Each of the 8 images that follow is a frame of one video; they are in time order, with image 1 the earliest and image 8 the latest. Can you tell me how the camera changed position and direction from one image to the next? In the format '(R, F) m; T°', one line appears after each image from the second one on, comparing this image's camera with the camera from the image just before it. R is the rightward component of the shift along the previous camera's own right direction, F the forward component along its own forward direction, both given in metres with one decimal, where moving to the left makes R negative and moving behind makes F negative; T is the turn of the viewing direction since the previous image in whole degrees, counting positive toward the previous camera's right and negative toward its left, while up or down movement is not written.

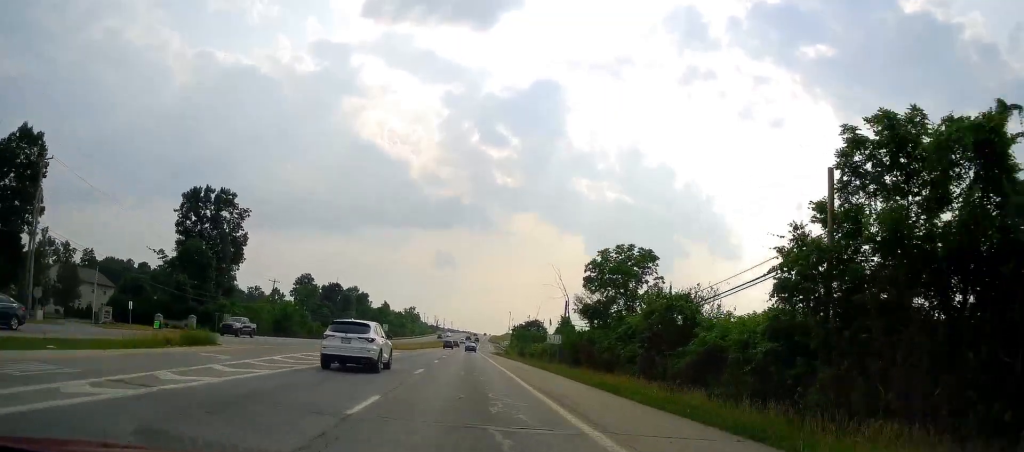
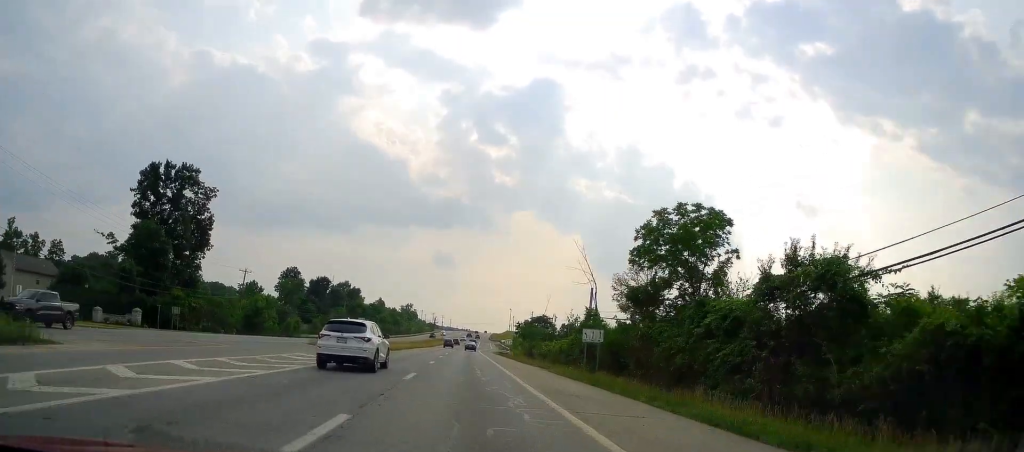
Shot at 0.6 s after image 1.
(+0.1, +15.4) m; 0°
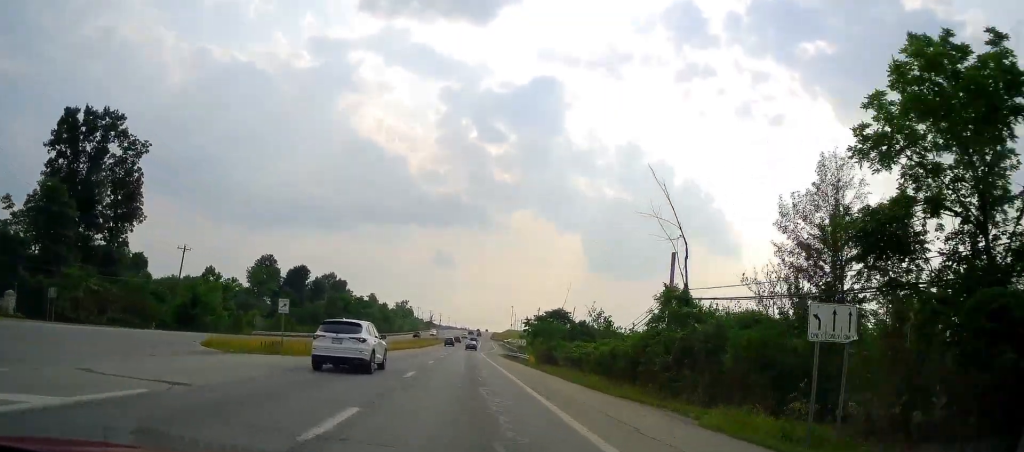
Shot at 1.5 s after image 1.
(+0.1, +23.3) m; 0°
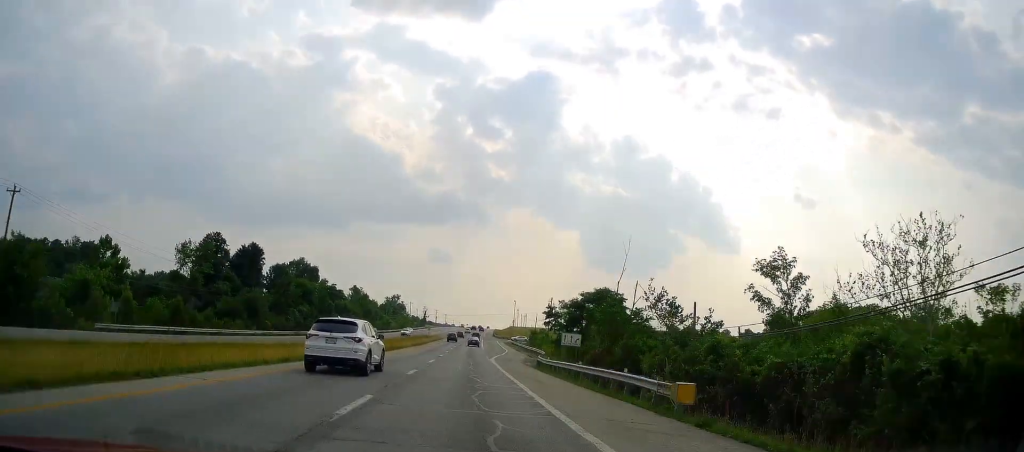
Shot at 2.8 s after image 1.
(-0.4, +34.9) m; -1°
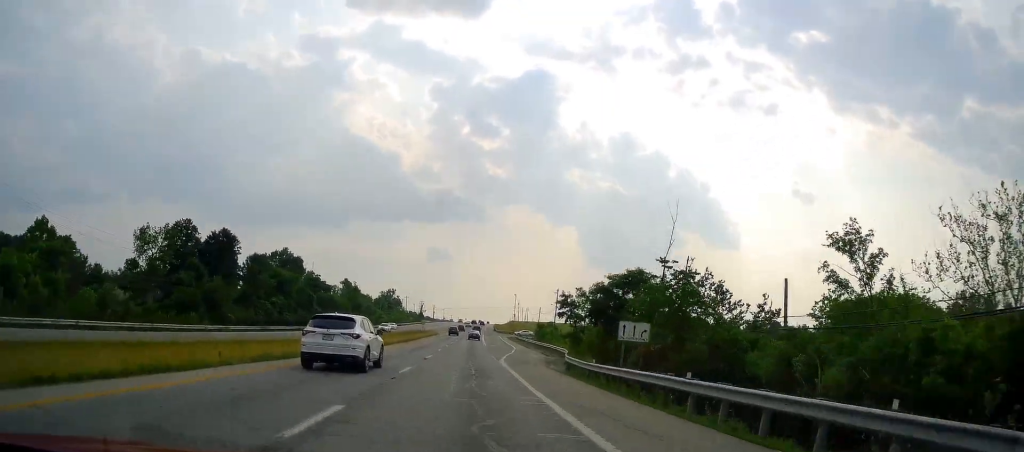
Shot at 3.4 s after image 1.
(-0.2, +14.1) m; 0°
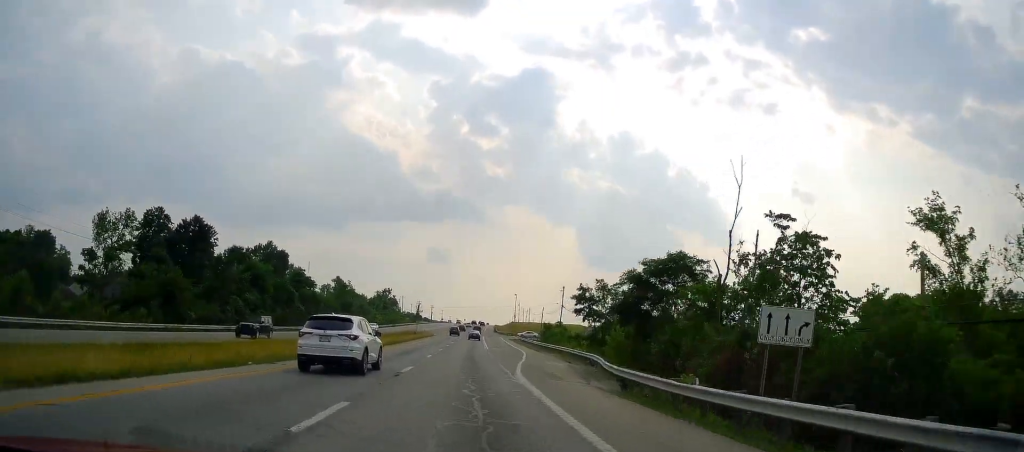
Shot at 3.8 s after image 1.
(+0.2, +11.4) m; 0°
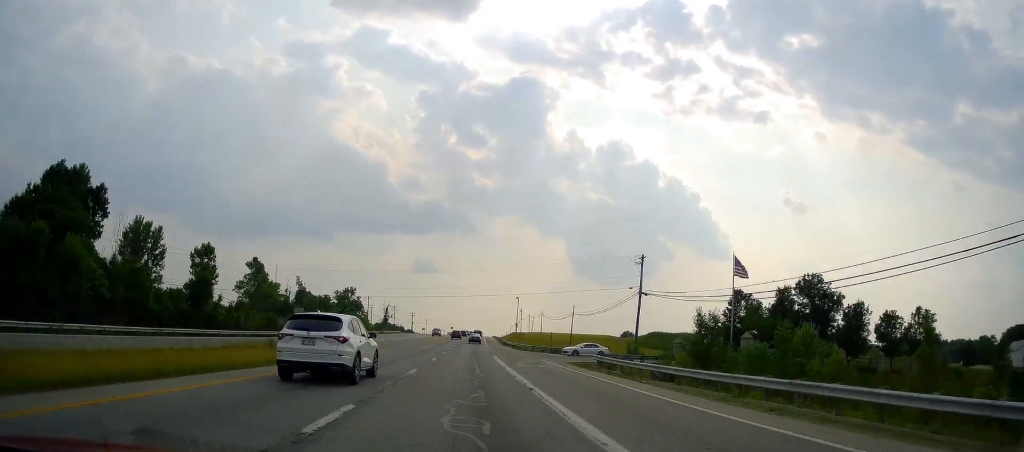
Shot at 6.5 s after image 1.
(-0.3, +72.7) m; 0°
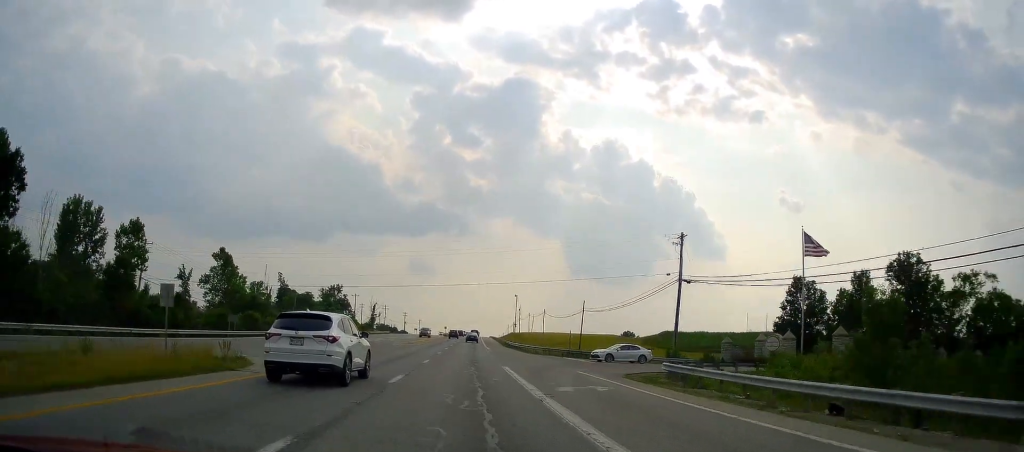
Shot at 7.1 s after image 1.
(+0.3, +16.1) m; +1°
